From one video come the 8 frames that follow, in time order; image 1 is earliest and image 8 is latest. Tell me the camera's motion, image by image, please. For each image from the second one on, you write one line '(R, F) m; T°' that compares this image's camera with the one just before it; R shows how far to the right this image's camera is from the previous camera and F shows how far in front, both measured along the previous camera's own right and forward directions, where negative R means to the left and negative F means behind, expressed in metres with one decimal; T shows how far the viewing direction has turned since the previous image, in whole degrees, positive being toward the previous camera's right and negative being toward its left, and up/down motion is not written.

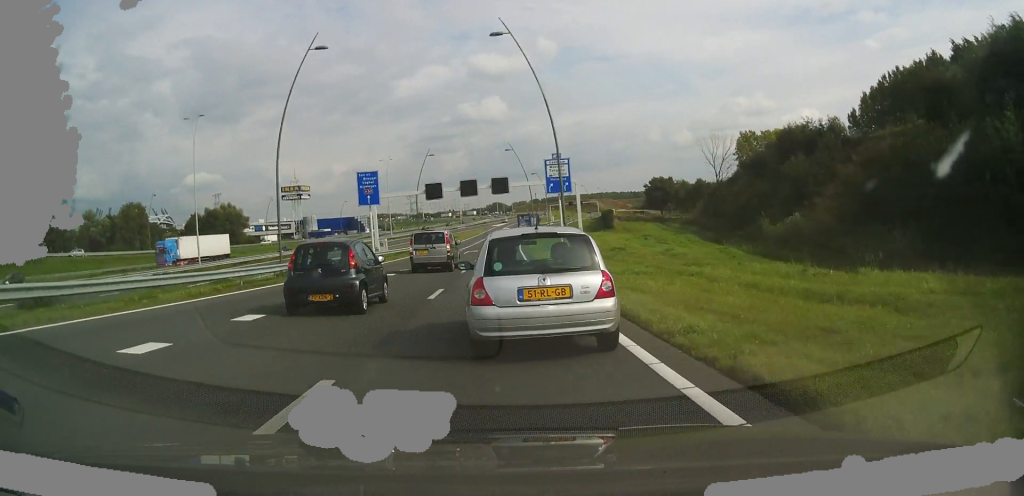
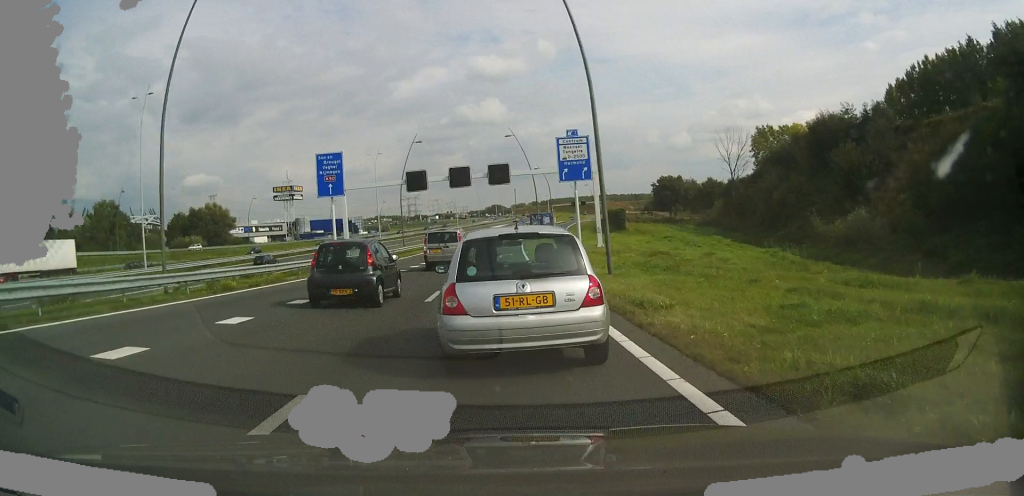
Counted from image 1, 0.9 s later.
(+0.9, +14.2) m; +3°
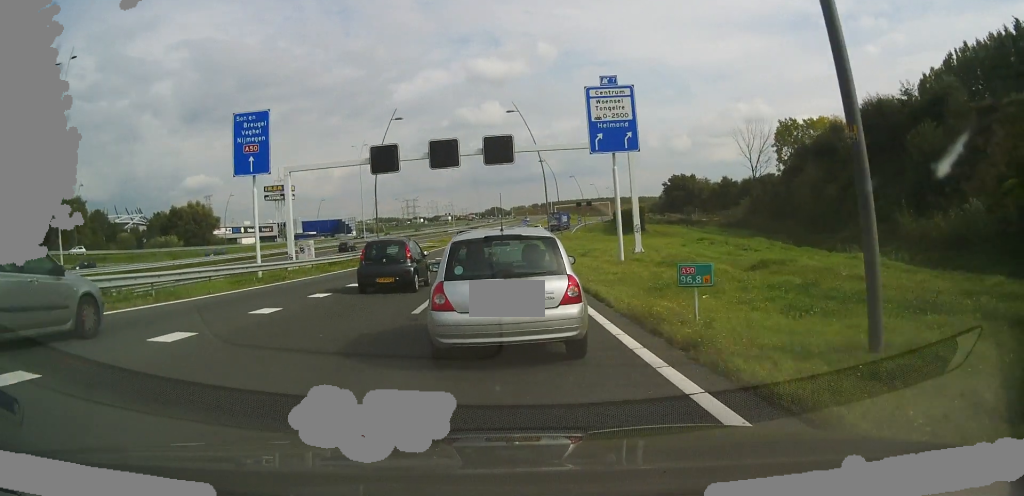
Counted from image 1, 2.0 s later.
(0.0, +15.1) m; 0°
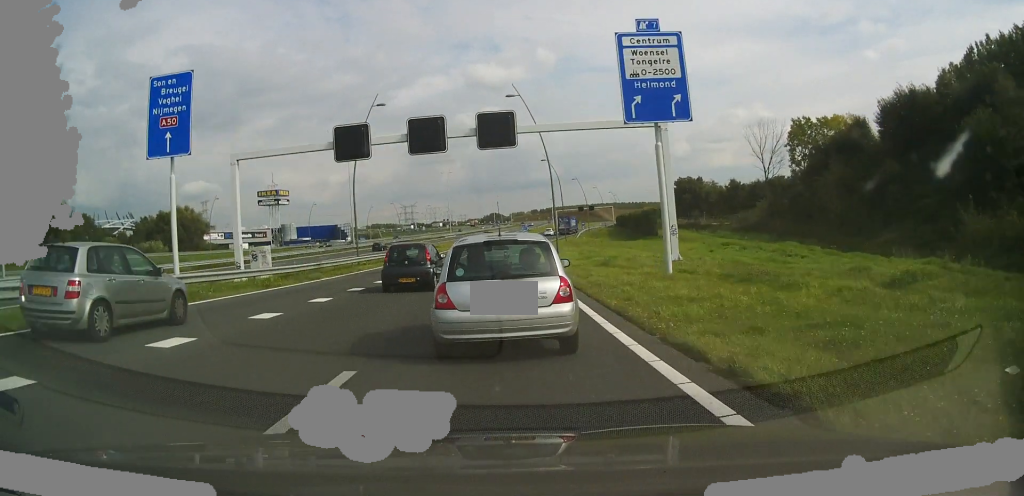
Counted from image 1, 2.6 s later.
(0.0, +7.7) m; 0°
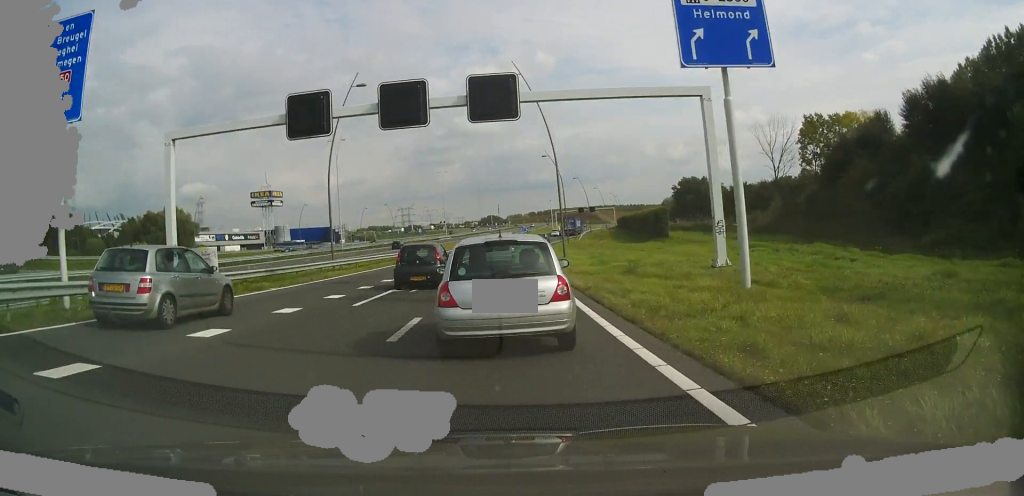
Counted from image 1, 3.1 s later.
(0.0, +6.0) m; 0°
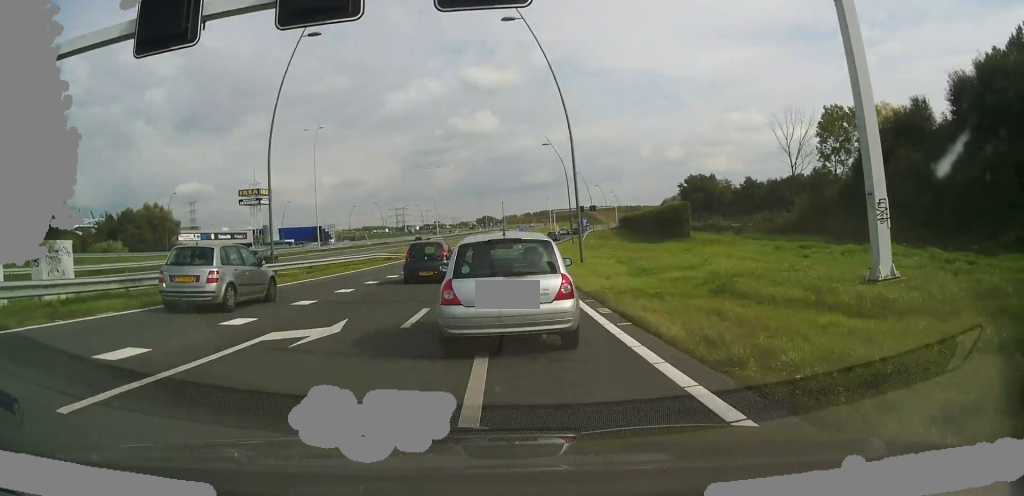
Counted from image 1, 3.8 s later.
(0.0, +8.8) m; 0°
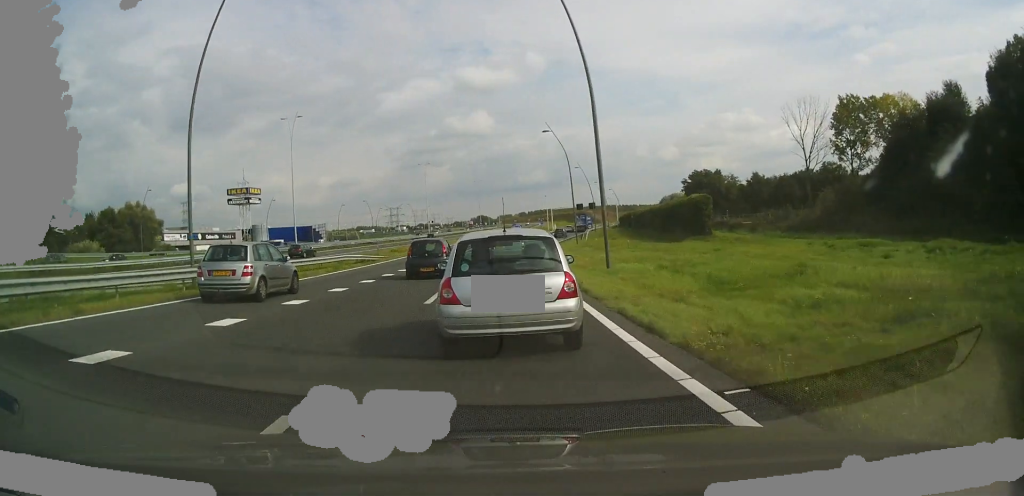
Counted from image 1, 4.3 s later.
(0.0, +6.7) m; 0°
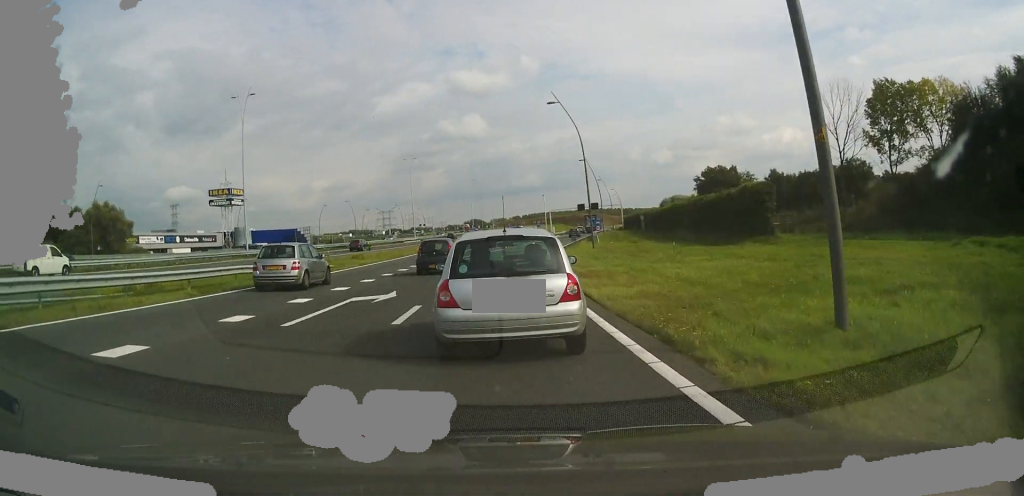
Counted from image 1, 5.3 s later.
(+0.1, +13.3) m; 0°
